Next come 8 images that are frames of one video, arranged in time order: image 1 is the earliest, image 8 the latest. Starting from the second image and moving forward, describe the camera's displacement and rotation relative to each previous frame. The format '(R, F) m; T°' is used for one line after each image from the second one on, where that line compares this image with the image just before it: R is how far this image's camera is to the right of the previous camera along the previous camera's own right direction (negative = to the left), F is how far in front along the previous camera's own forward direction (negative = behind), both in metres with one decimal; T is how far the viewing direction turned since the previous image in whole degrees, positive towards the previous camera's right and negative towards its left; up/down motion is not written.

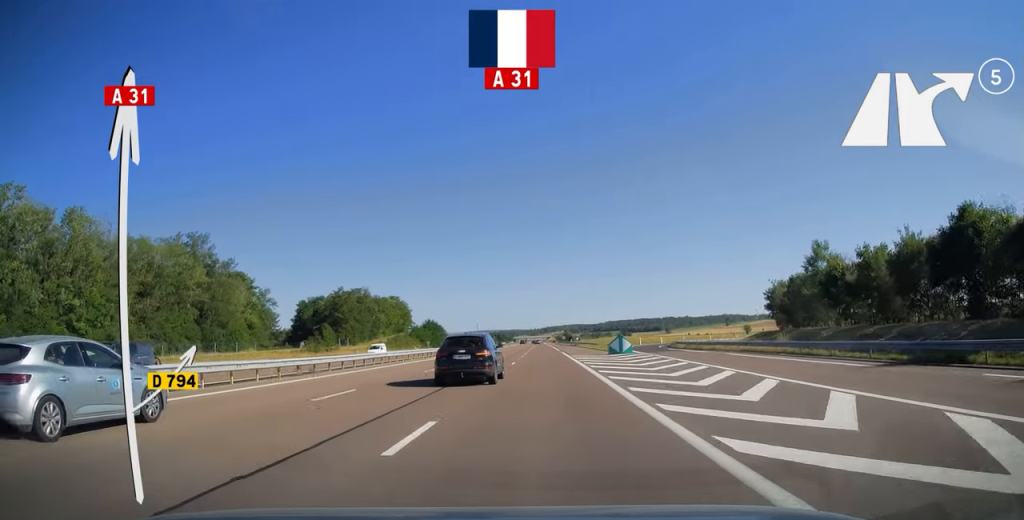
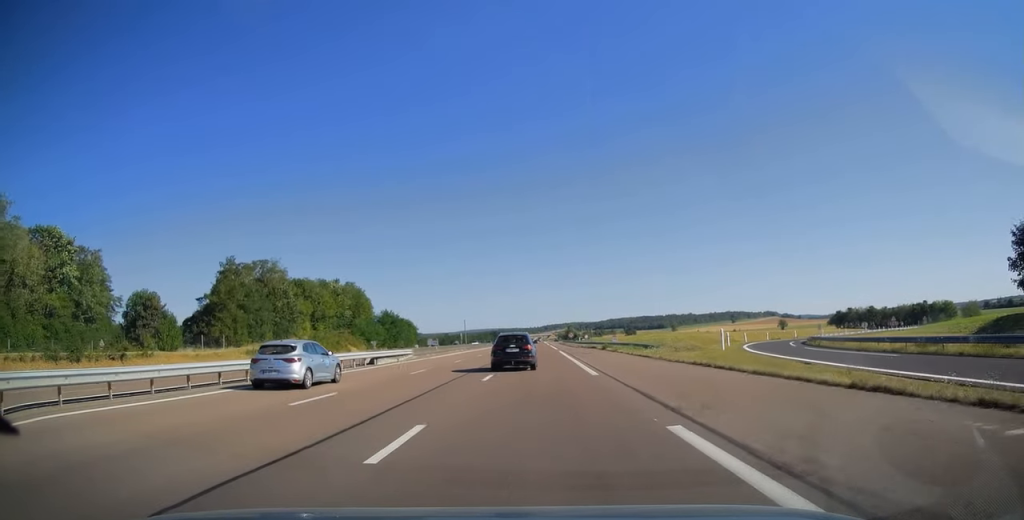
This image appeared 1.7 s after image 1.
(-0.1, +52.7) m; 0°
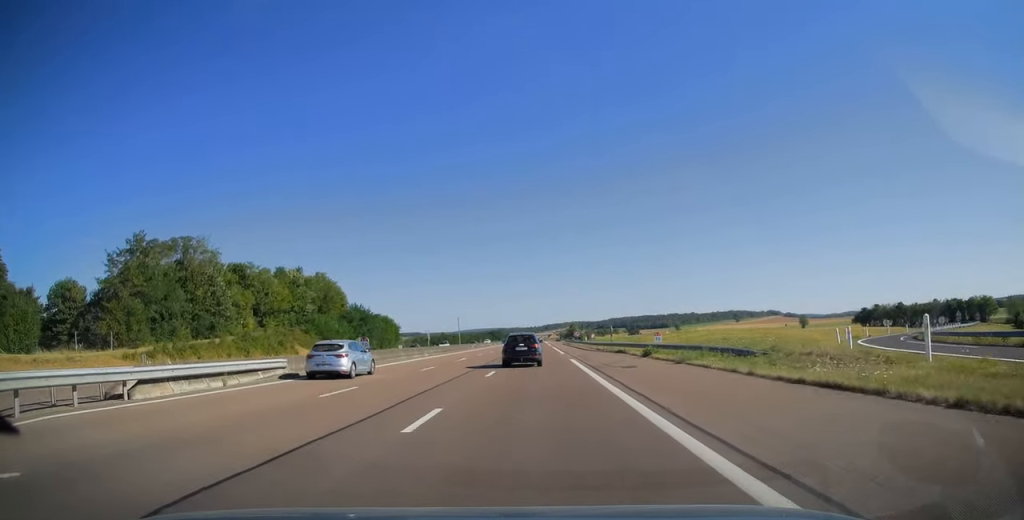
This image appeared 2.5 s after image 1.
(0.0, +23.8) m; 0°
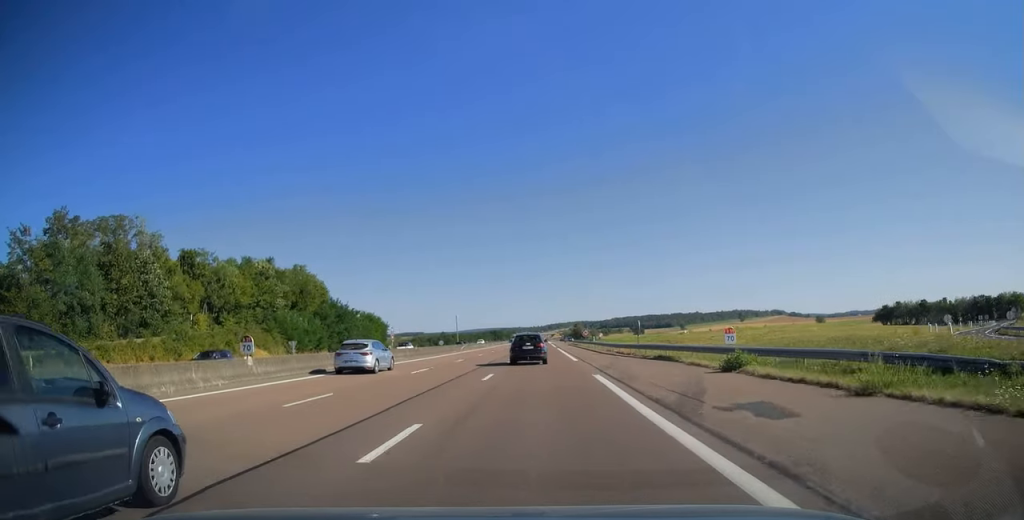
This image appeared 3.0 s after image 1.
(0.0, +15.2) m; 0°
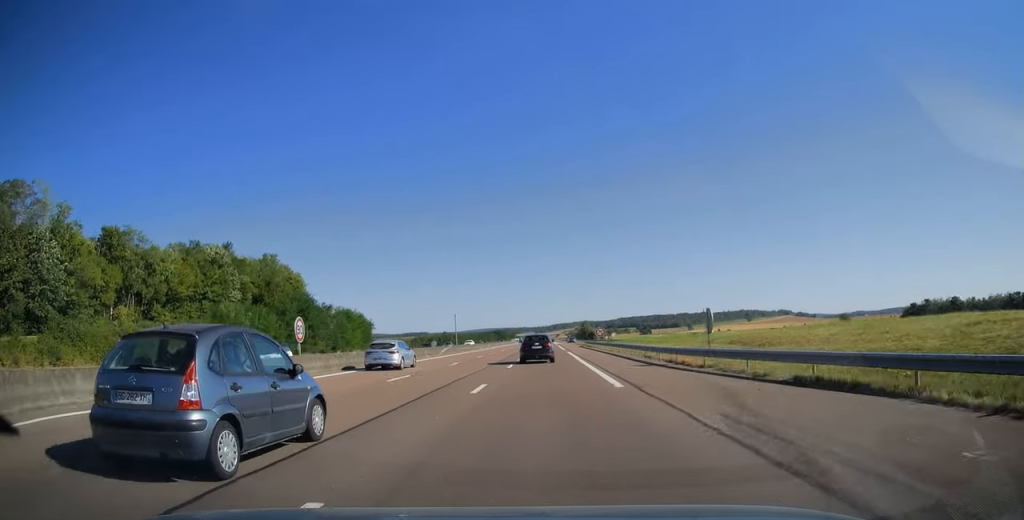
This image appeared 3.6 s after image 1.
(0.0, +17.7) m; 0°
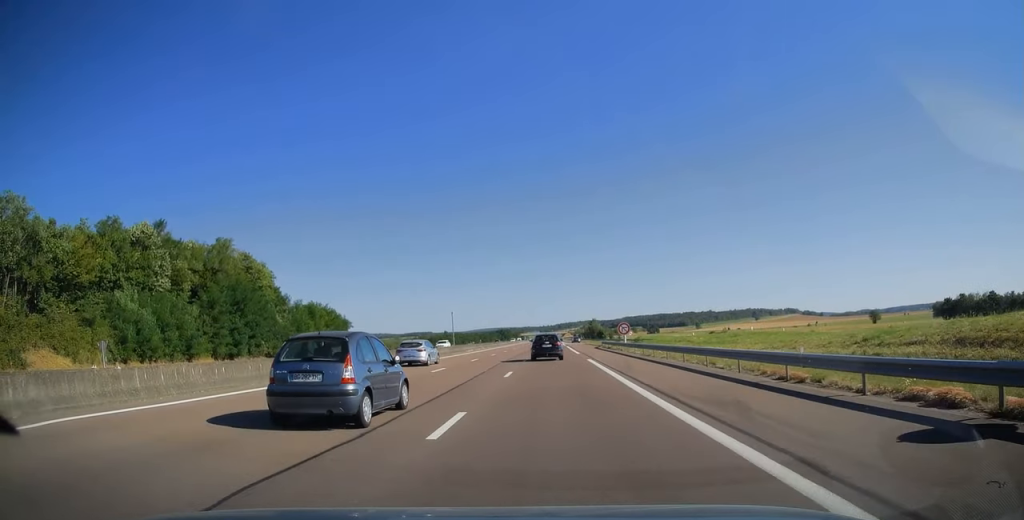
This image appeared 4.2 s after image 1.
(-0.1, +19.7) m; 0°
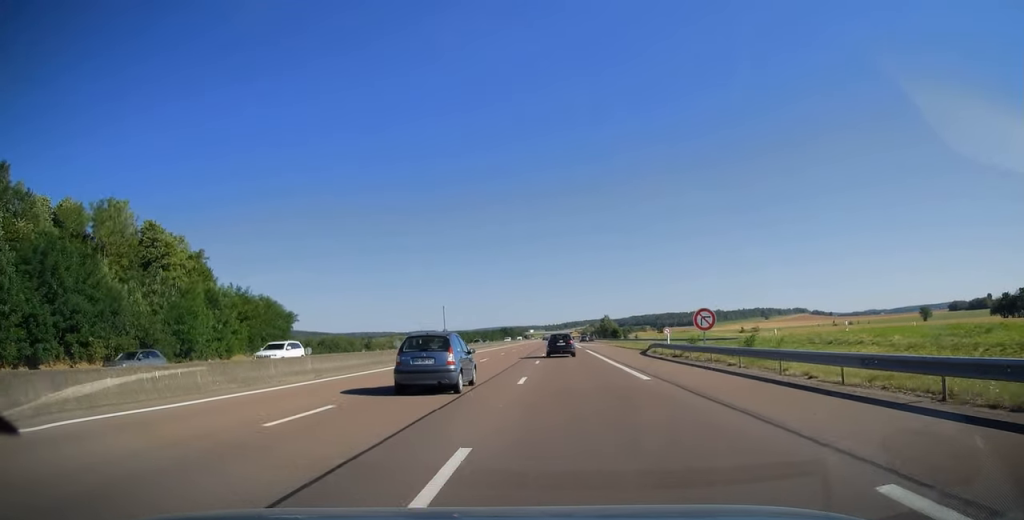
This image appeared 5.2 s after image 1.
(-0.1, +29.8) m; 0°
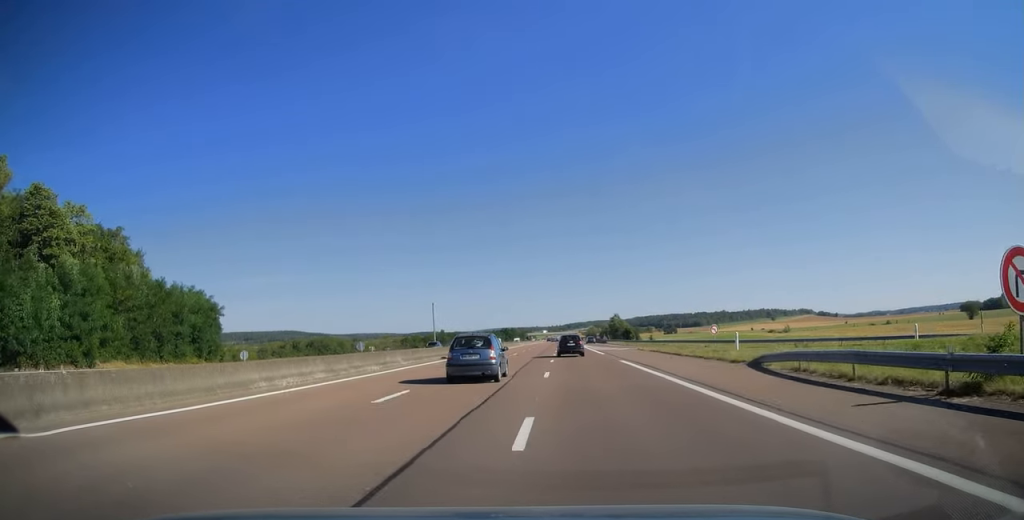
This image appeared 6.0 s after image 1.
(0.0, +23.3) m; 0°
